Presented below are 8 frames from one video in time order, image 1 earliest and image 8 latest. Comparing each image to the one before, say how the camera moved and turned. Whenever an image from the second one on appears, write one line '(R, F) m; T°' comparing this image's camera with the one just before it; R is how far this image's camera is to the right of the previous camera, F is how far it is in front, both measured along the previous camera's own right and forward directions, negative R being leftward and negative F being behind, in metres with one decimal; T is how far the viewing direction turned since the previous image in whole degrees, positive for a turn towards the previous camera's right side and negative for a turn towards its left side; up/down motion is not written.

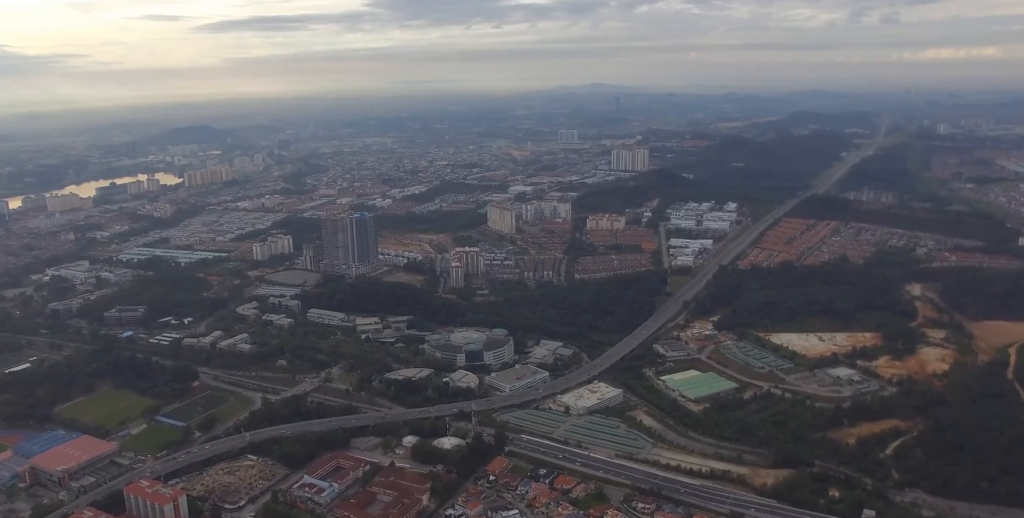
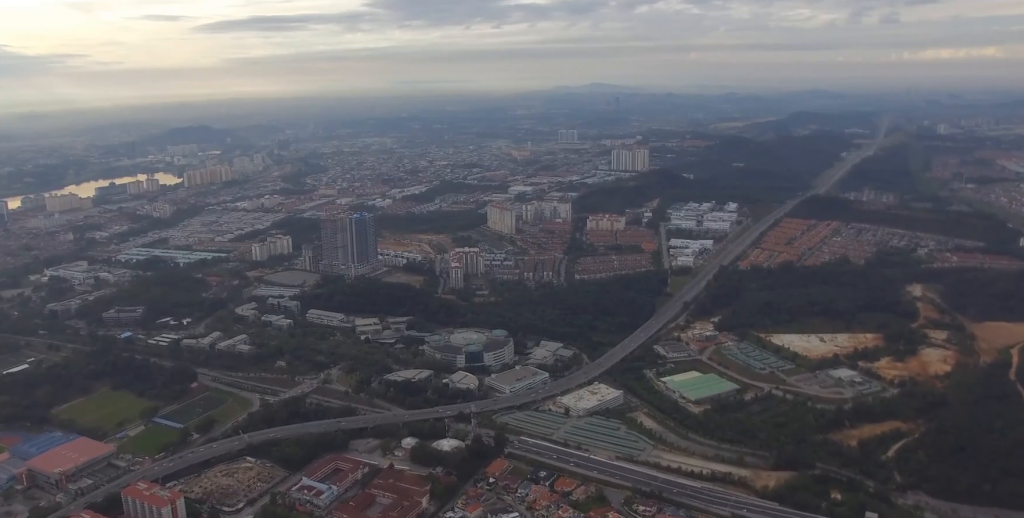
(0.0, +6.0) m; 0°
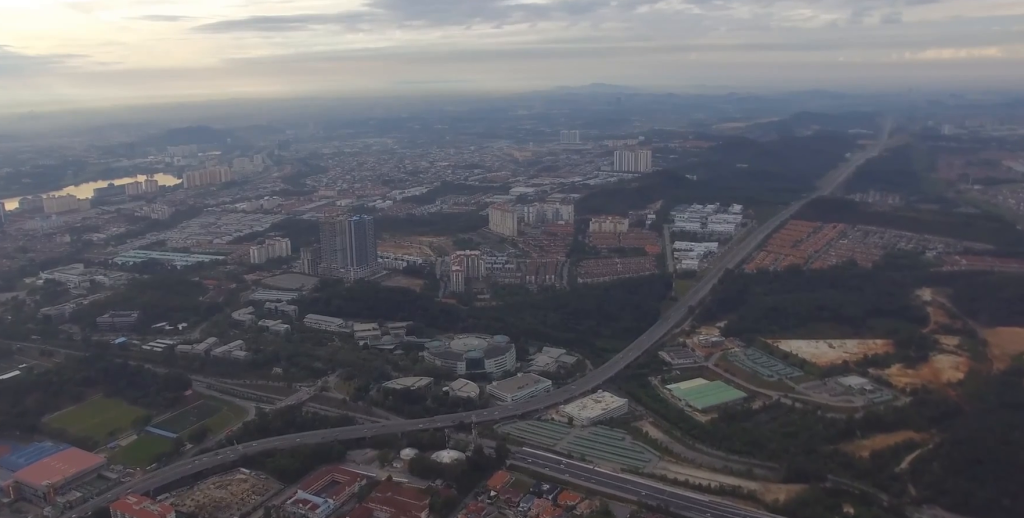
(-0.1, +27.9) m; 0°
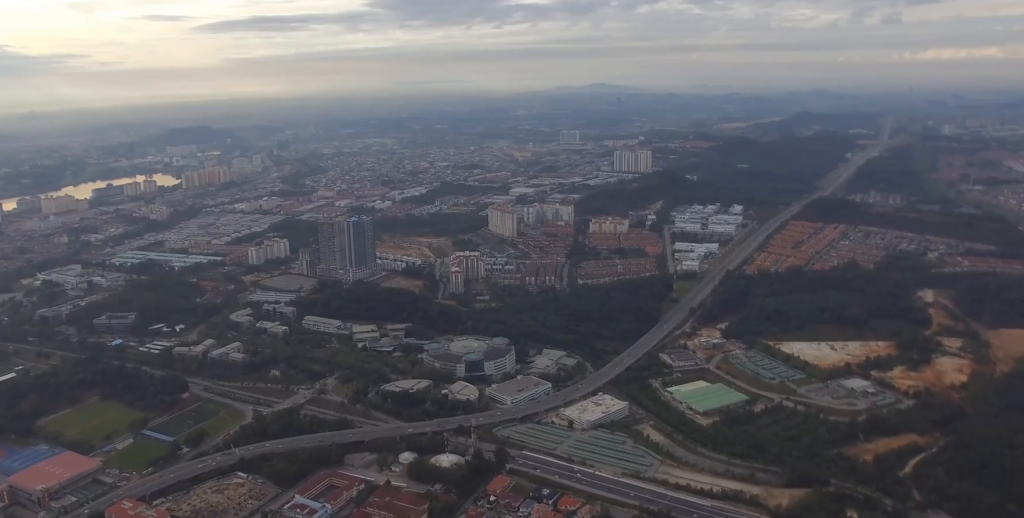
(0.0, +9.4) m; 0°
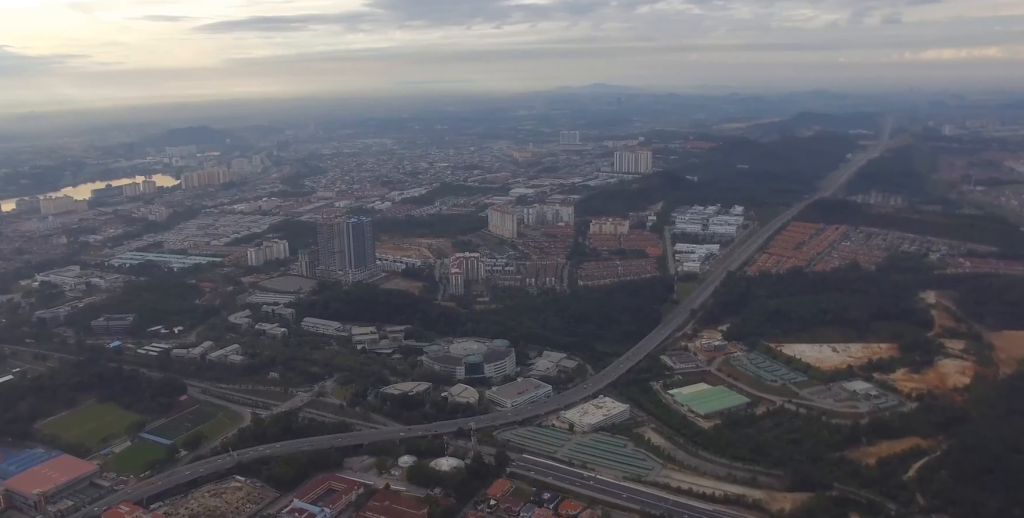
(0.0, +6.2) m; 0°
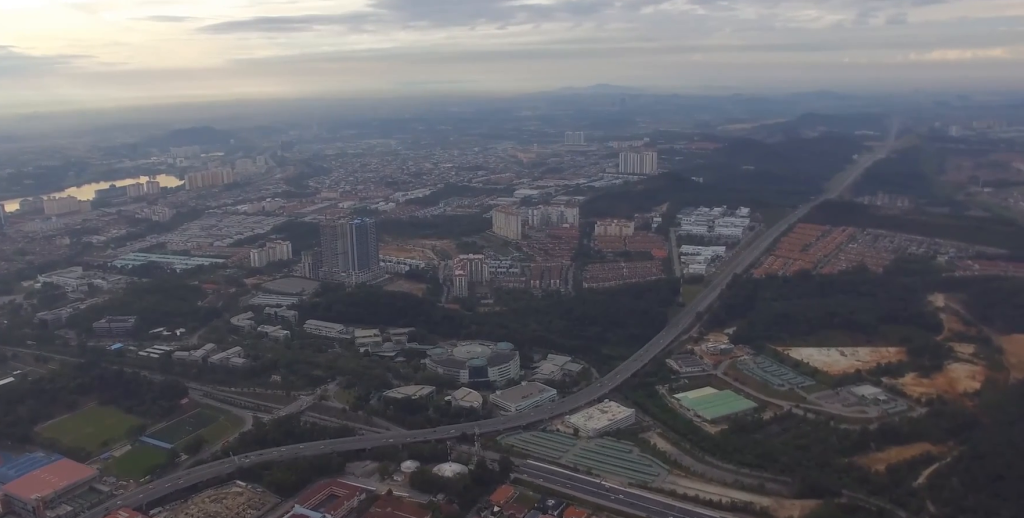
(+0.1, +12.0) m; 0°
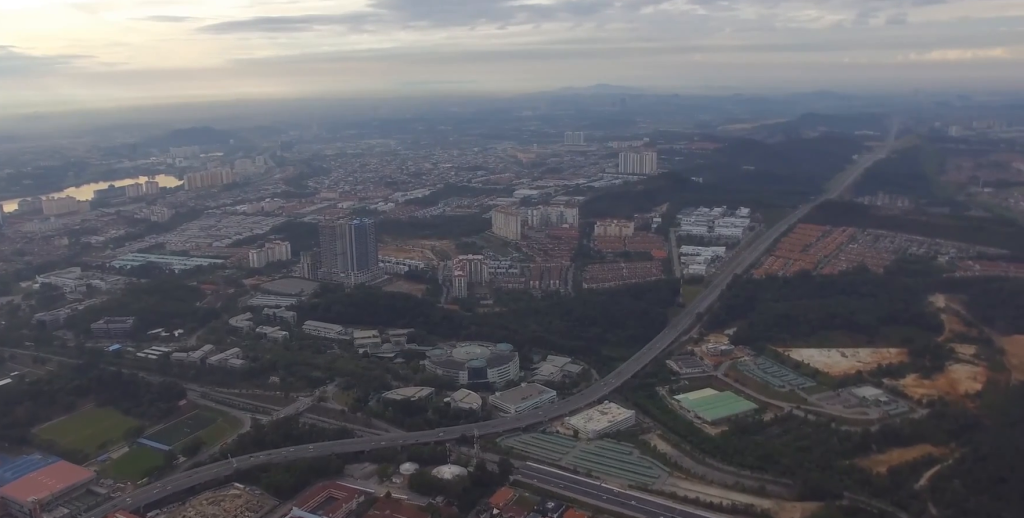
(0.0, +5.9) m; 0°
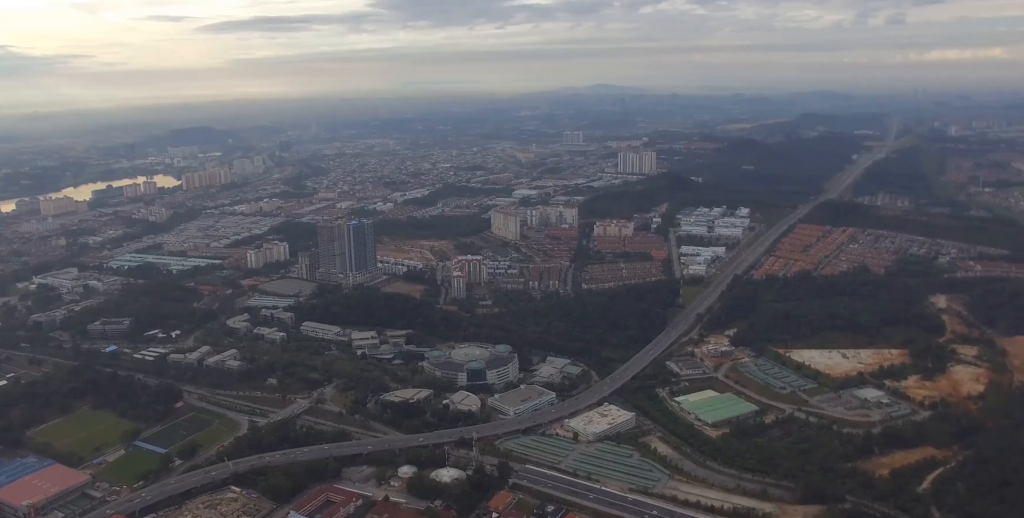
(0.0, +9.5) m; 0°
